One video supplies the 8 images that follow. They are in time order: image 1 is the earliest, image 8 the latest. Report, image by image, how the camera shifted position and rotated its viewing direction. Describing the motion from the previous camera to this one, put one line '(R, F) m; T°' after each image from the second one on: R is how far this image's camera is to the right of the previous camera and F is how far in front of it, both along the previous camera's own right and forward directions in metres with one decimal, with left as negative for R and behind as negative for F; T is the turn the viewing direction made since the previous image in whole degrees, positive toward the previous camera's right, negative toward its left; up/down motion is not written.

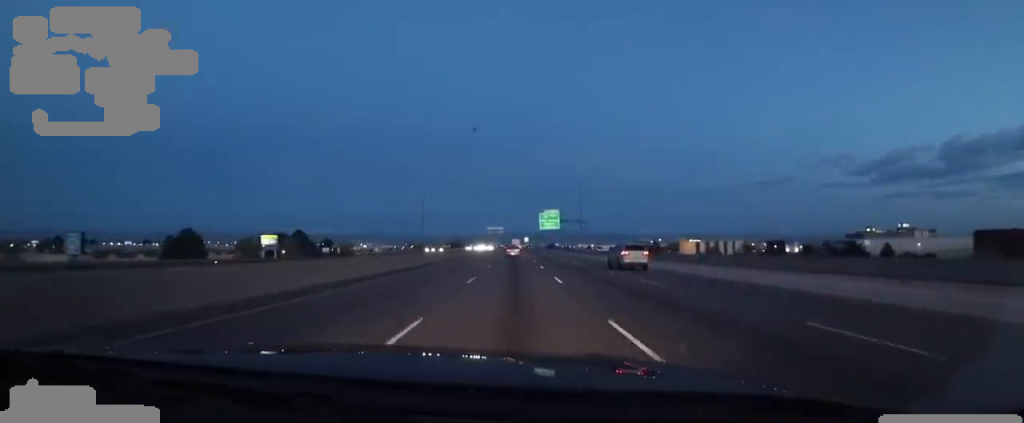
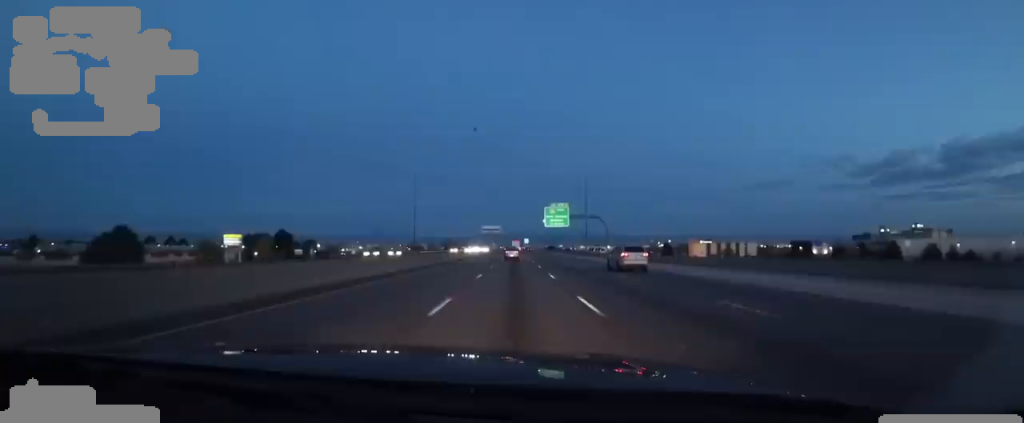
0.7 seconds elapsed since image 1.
(0.0, +20.0) m; 0°
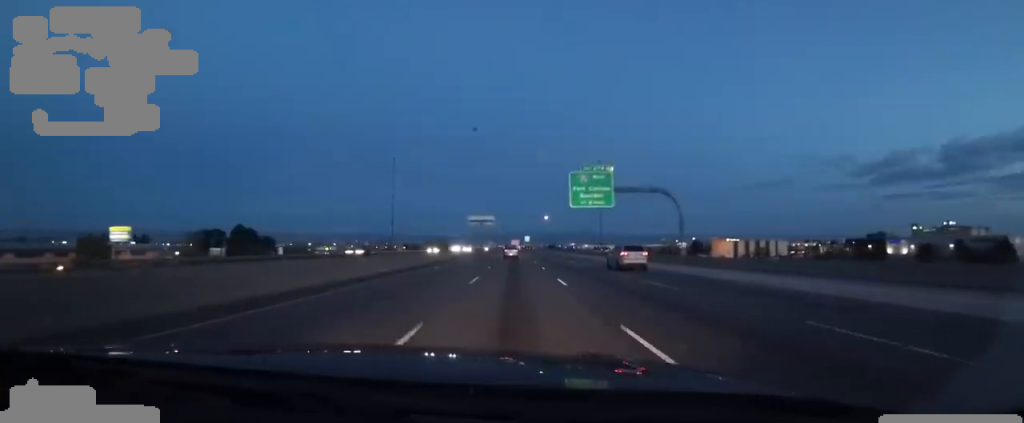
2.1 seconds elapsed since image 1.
(0.0, +41.2) m; 0°
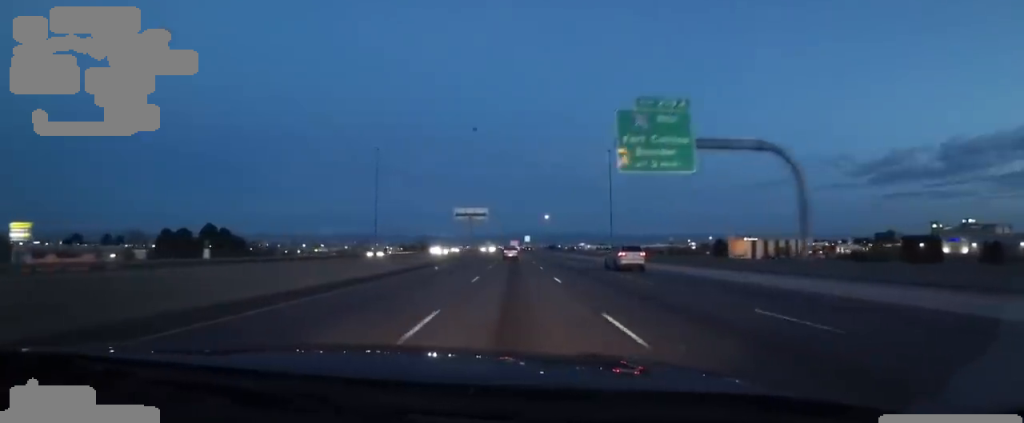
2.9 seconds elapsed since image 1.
(0.0, +23.1) m; 0°
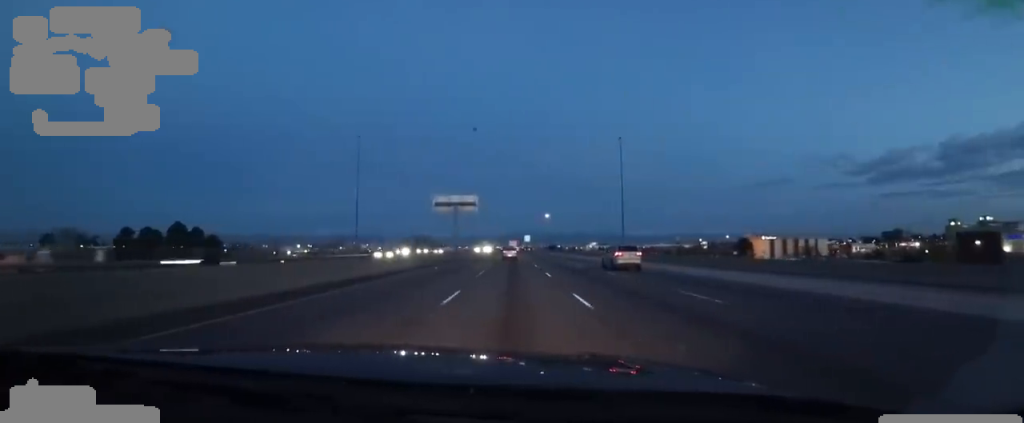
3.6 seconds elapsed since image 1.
(0.0, +20.3) m; 0°
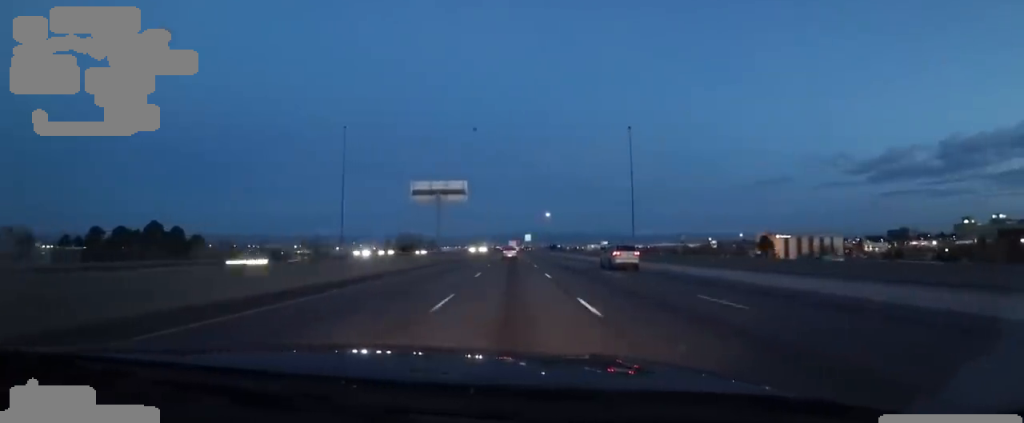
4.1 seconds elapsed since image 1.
(0.0, +13.5) m; 0°
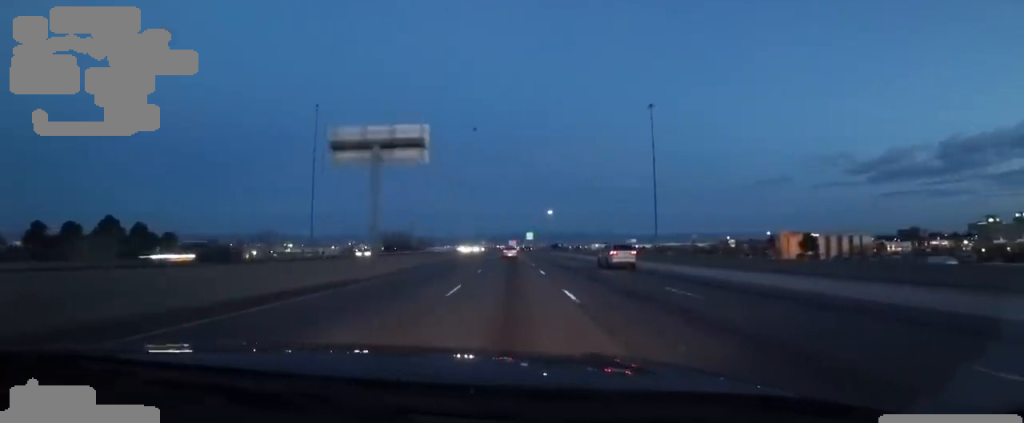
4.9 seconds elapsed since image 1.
(0.0, +22.2) m; 0°
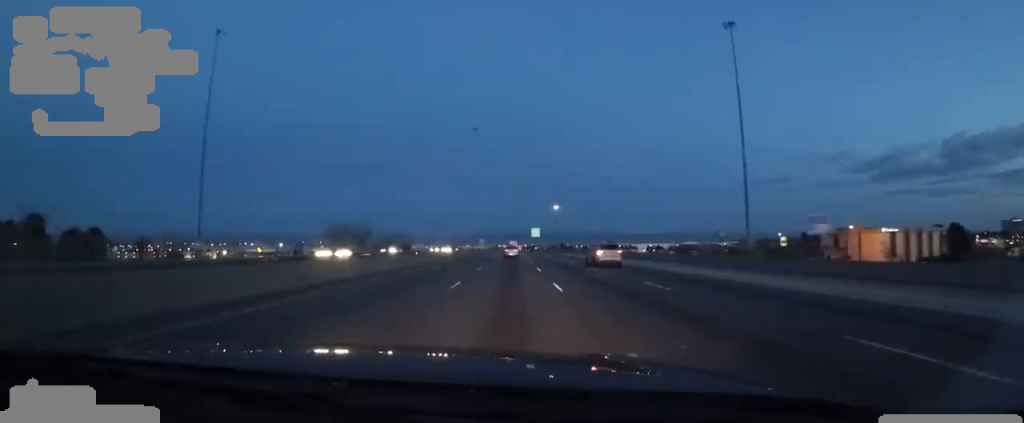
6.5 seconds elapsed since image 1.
(+0.4, +45.9) m; +1°
